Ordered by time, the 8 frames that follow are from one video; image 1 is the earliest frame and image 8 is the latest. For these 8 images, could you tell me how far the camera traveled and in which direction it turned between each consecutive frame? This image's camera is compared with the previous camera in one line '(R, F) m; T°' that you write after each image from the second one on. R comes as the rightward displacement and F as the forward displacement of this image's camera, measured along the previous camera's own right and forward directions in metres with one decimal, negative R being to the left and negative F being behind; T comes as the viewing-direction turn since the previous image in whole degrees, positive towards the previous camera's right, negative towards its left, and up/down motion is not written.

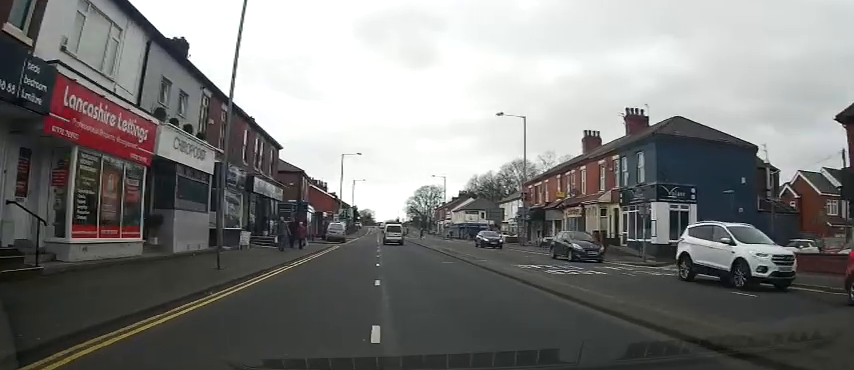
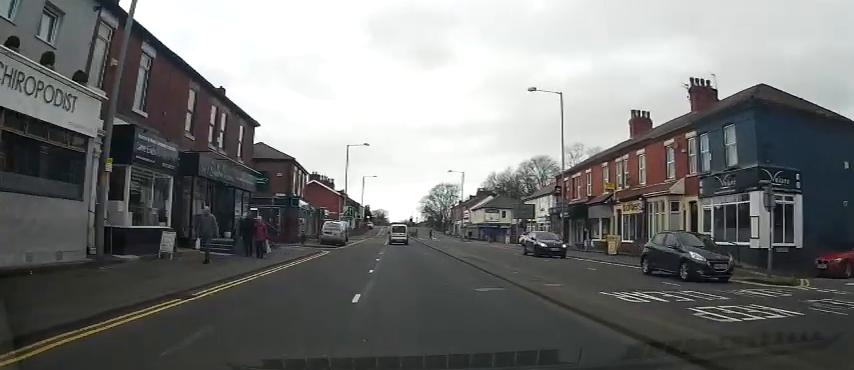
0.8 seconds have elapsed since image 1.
(0.0, +9.2) m; 0°
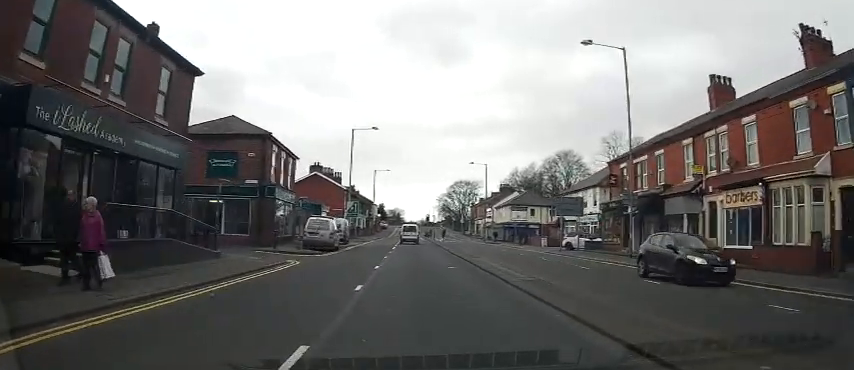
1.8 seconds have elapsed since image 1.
(0.0, +11.1) m; 0°
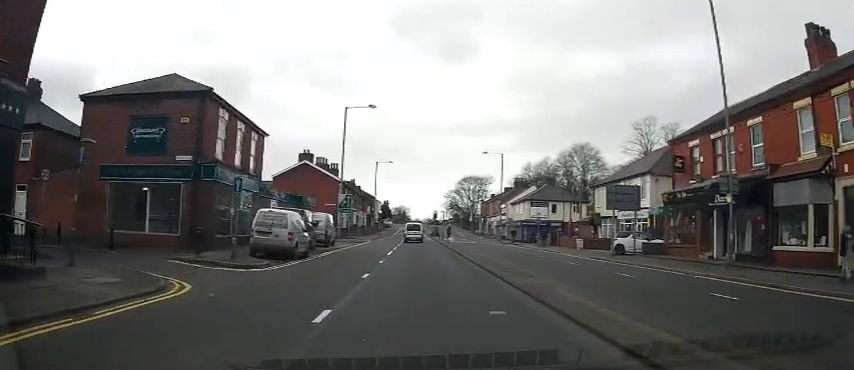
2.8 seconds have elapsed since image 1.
(-0.1, +10.3) m; -1°
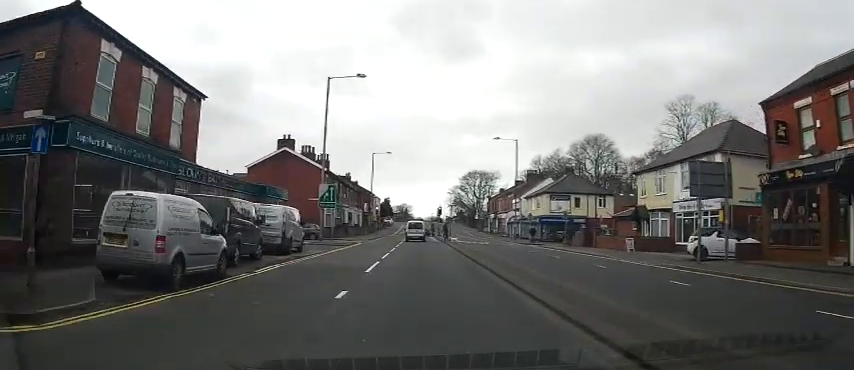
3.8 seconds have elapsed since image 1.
(-0.1, +10.2) m; +1°
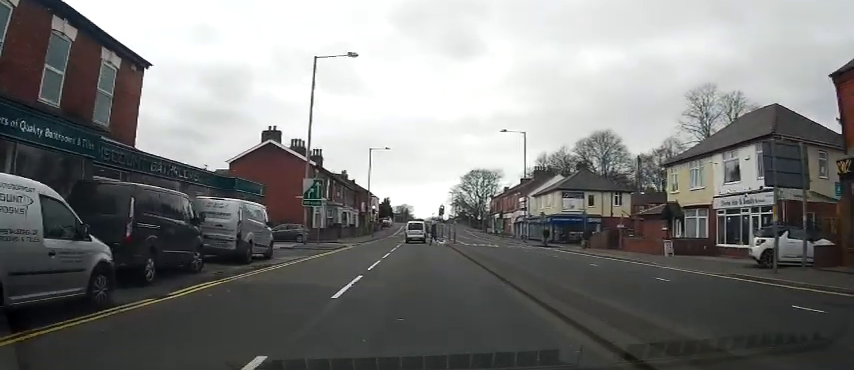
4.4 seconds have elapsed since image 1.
(0.0, +5.6) m; +1°
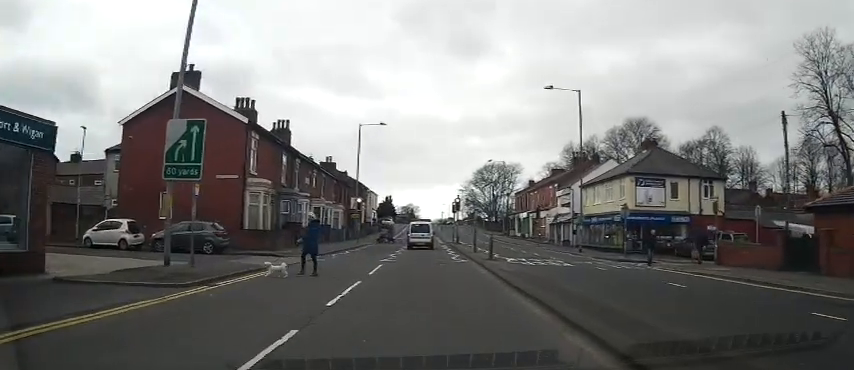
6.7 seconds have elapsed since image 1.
(+0.3, +19.6) m; +1°
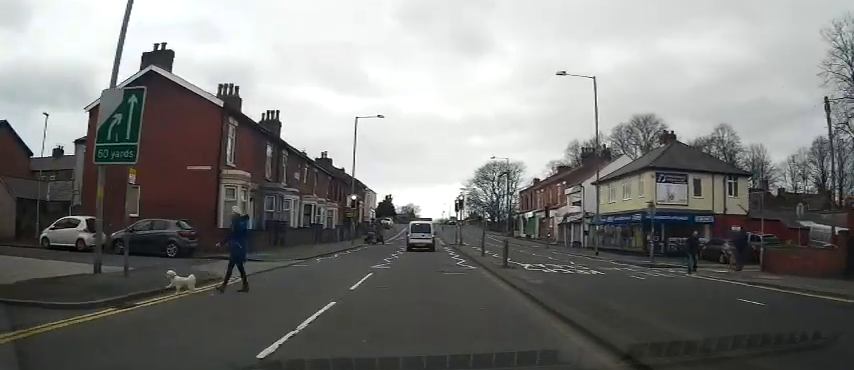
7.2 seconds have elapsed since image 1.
(0.0, +3.8) m; 0°
